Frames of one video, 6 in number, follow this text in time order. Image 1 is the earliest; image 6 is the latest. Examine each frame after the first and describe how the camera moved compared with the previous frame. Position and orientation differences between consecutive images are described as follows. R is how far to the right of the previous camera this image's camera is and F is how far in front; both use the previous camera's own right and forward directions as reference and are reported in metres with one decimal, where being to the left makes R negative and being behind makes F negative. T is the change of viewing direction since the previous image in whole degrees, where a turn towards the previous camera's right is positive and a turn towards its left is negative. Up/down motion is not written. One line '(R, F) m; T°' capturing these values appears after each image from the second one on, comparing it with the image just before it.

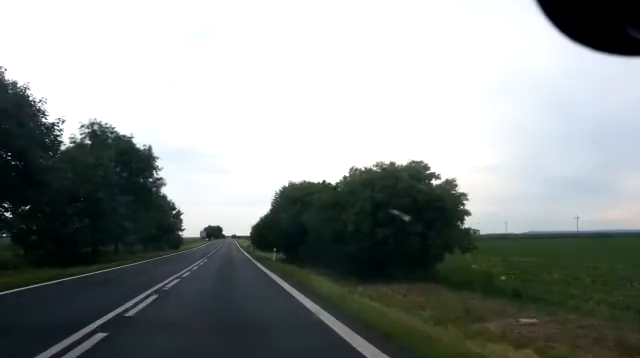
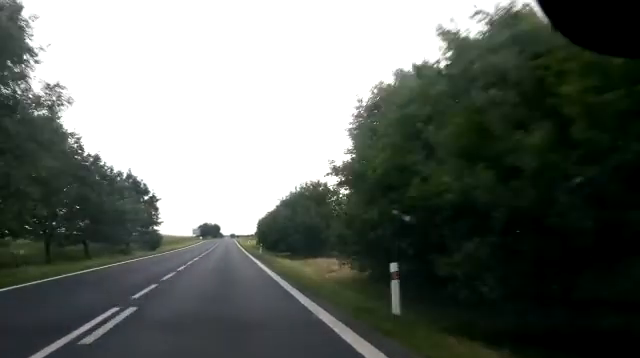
(+0.1, +24.7) m; 0°
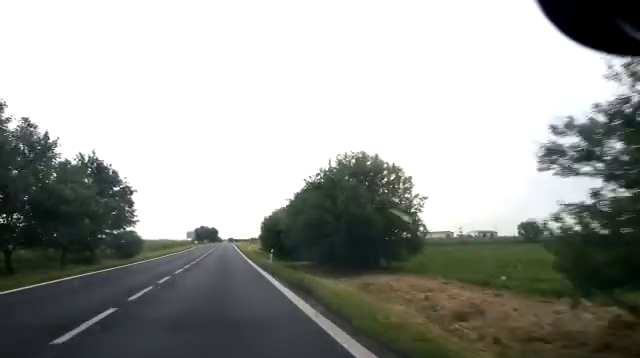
(-0.1, +13.2) m; 0°
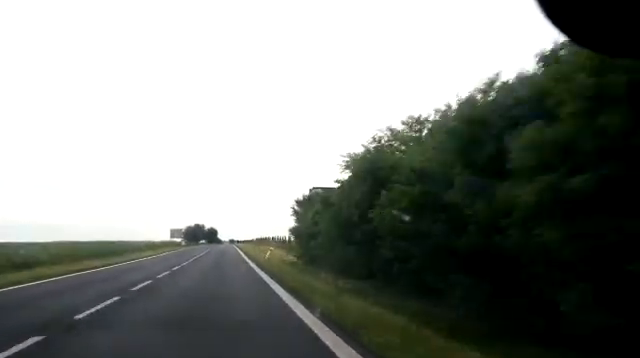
(-0.1, +34.2) m; +1°
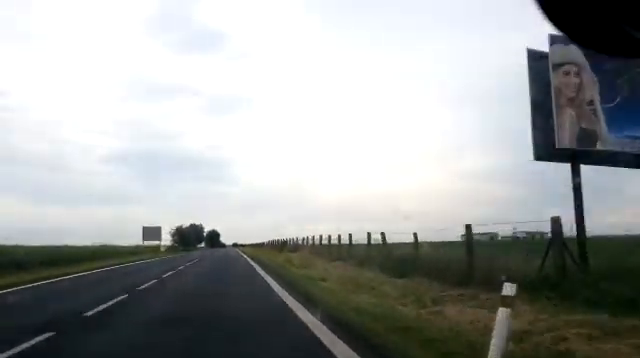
(+0.2, +30.9) m; -1°
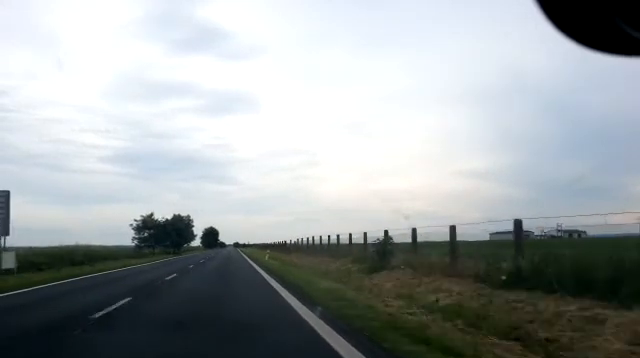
(-0.8, +40.1) m; -1°
